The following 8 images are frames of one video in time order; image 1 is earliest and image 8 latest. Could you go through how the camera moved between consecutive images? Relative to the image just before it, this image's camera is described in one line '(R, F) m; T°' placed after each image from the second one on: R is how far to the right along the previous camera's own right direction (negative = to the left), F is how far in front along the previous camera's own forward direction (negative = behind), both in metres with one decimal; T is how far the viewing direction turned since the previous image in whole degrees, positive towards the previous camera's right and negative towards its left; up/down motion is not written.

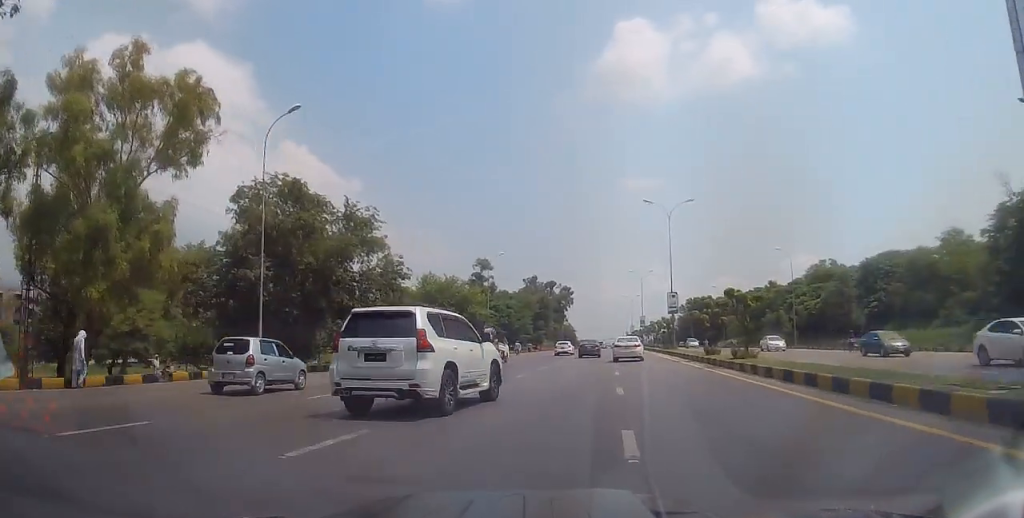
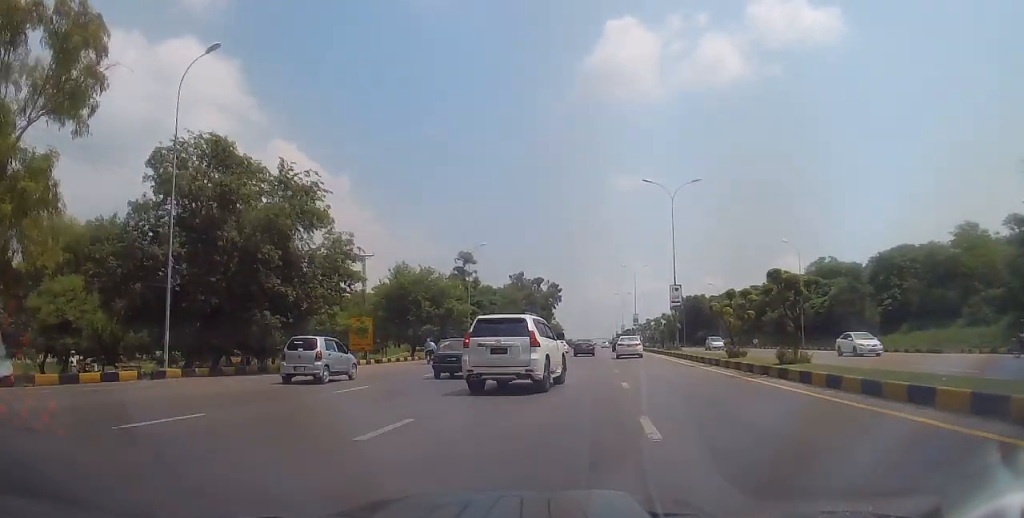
(0.0, +6.9) m; +2°
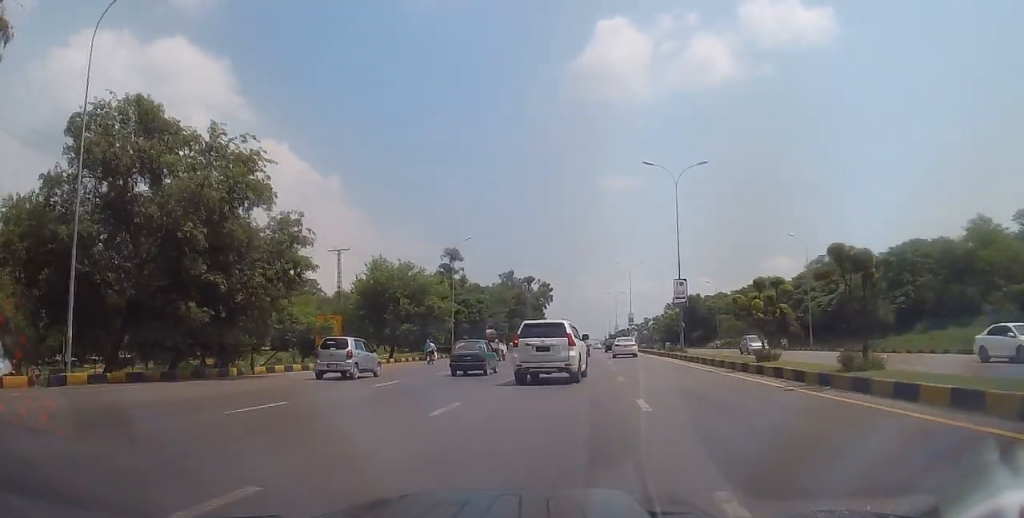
(+0.1, +5.2) m; +3°
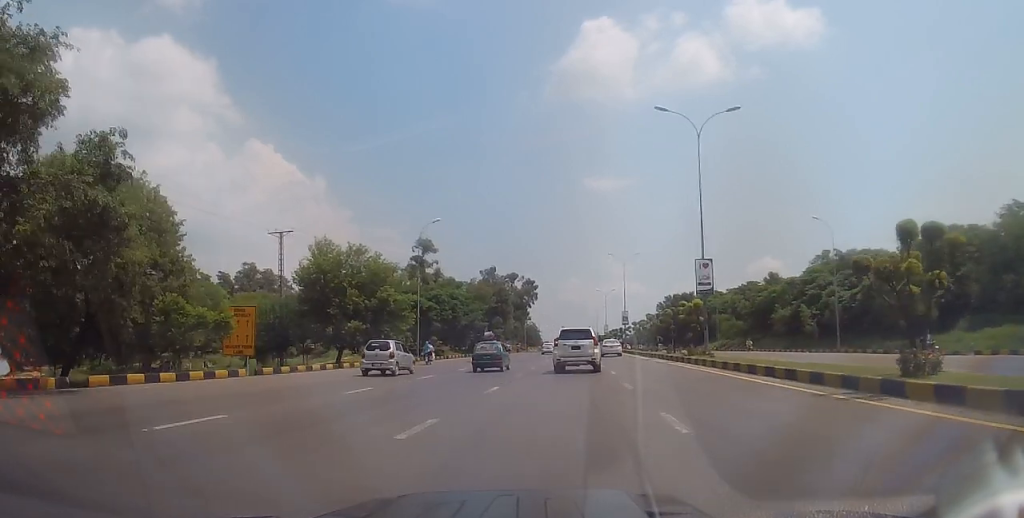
(+0.7, +10.4) m; +1°
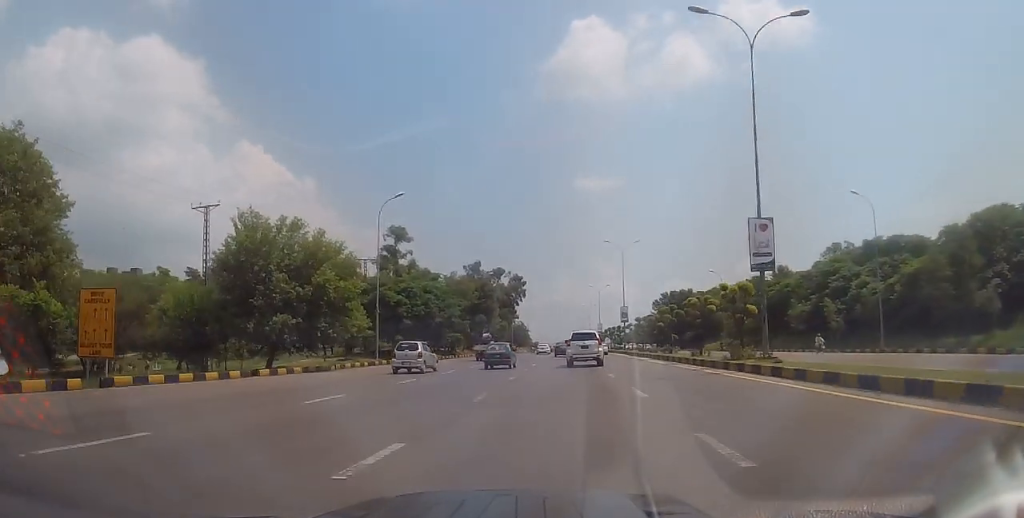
(-0.6, +10.7) m; -1°
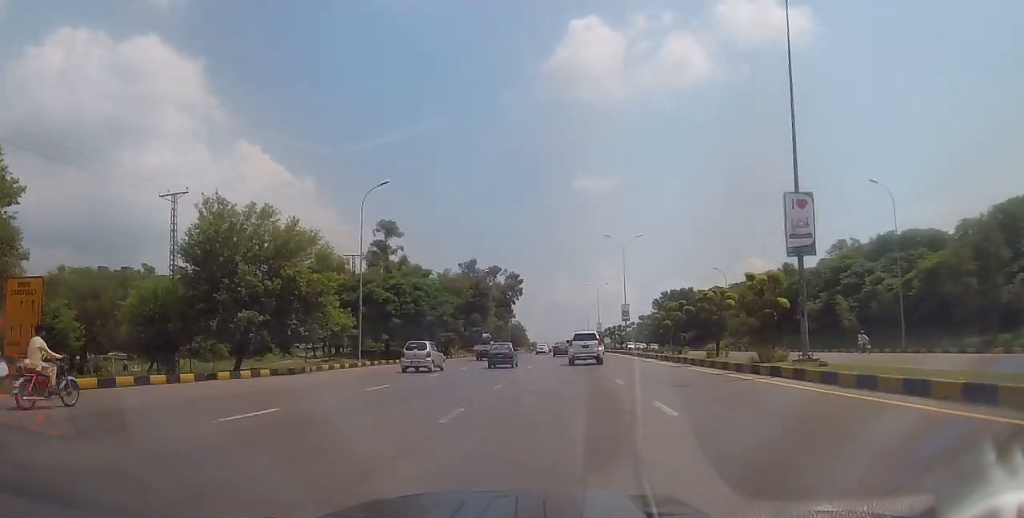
(+0.2, +3.8) m; +1°
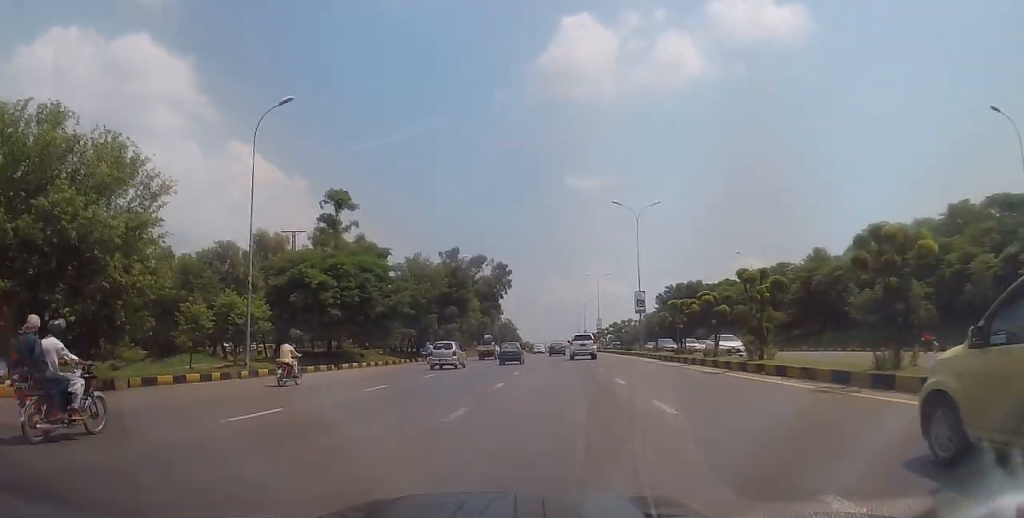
(+0.2, +16.0) m; 0°
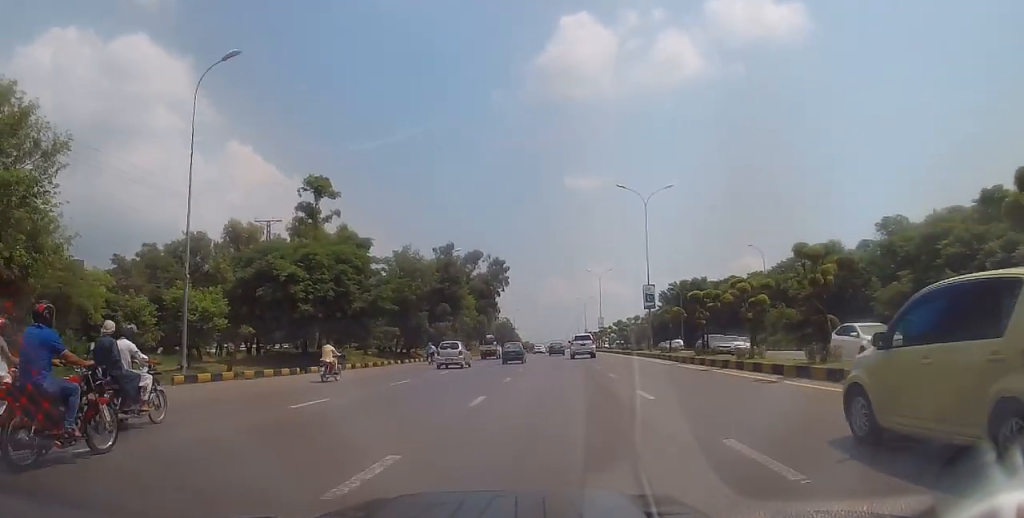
(-0.1, +5.4) m; -1°
